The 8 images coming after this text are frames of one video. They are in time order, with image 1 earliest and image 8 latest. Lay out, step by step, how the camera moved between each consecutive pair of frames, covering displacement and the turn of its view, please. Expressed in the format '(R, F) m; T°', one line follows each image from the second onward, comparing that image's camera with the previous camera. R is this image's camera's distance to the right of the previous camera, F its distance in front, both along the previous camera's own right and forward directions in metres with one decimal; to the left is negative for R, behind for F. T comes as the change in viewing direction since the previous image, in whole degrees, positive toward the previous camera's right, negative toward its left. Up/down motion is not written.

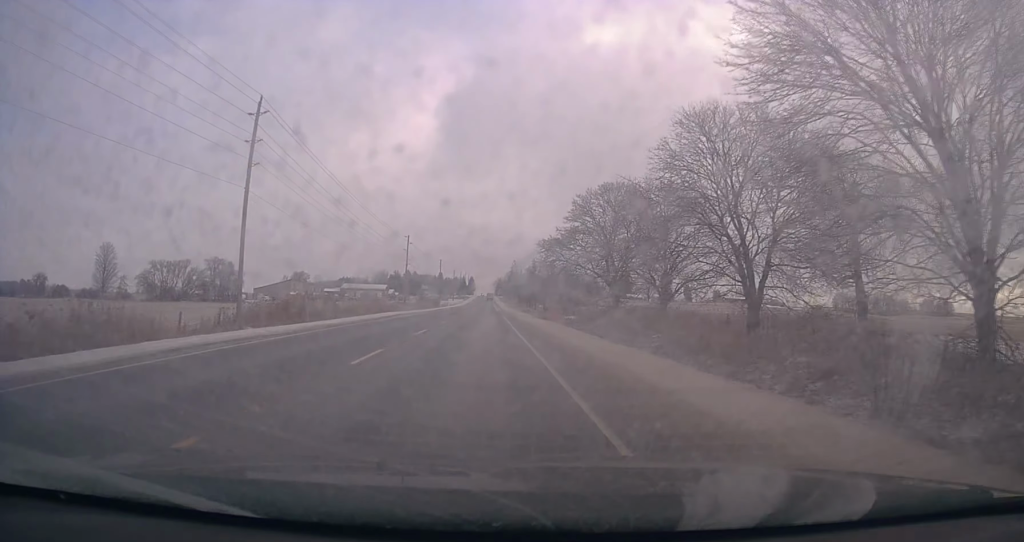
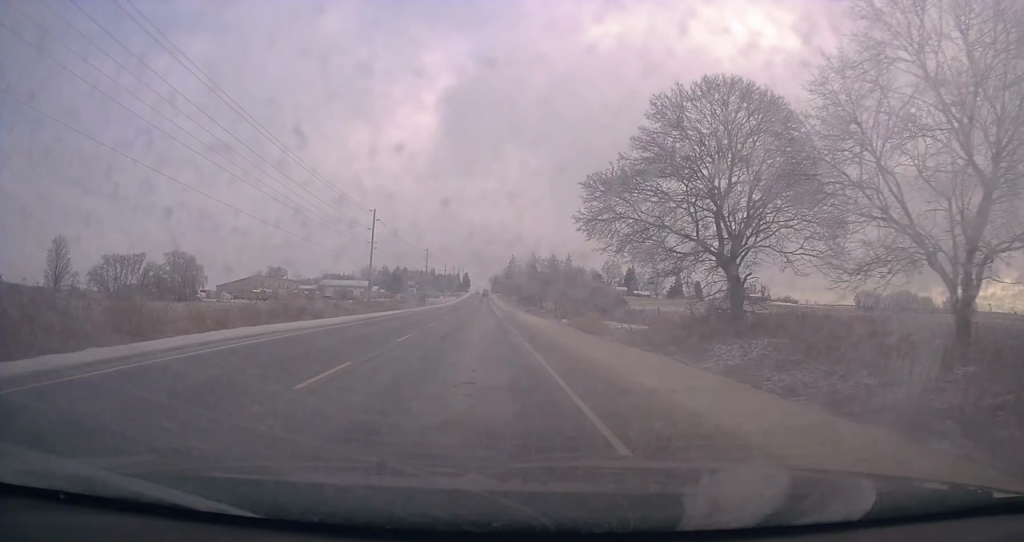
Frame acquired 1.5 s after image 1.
(-0.5, +30.1) m; -2°
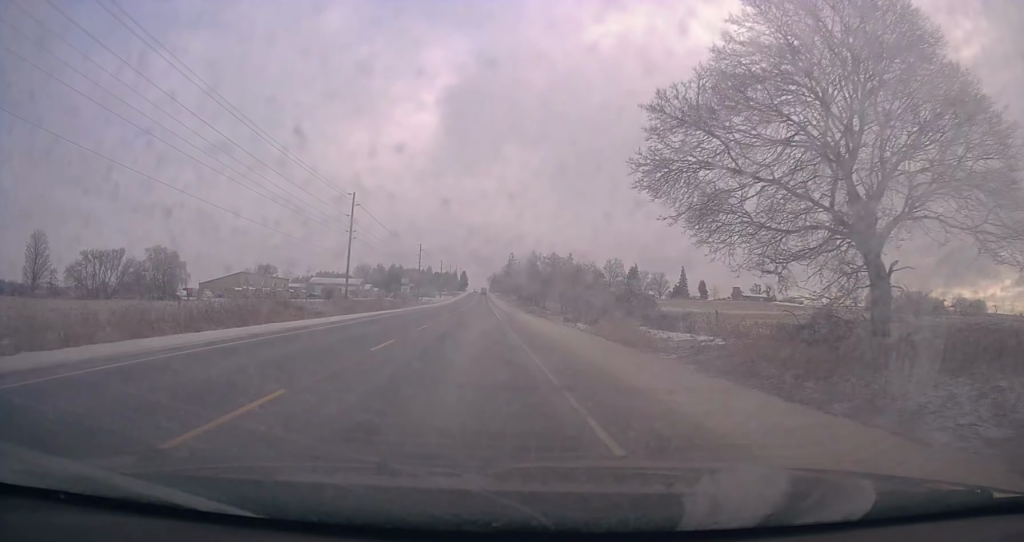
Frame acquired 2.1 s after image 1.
(-0.1, +12.1) m; +1°
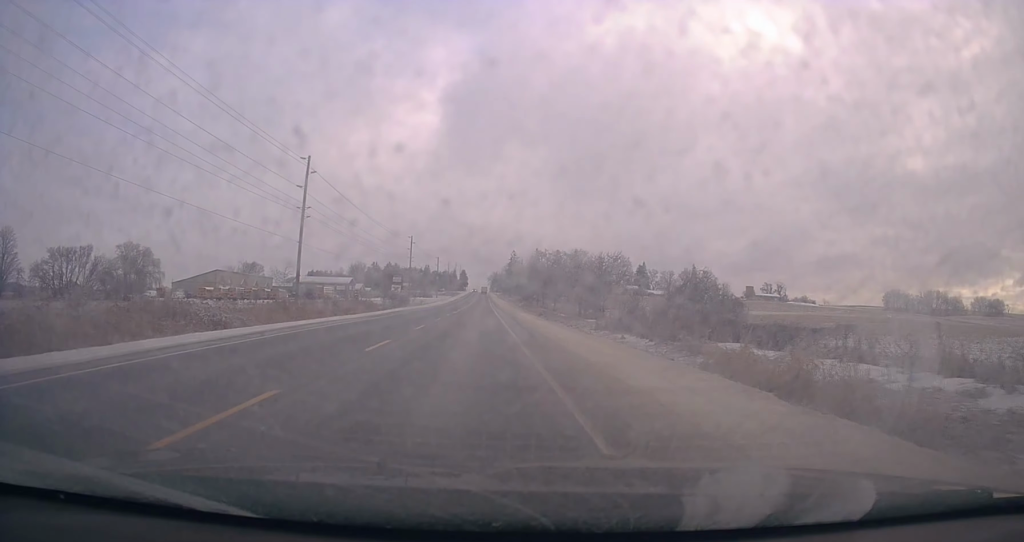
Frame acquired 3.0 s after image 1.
(+0.4, +18.8) m; +2°
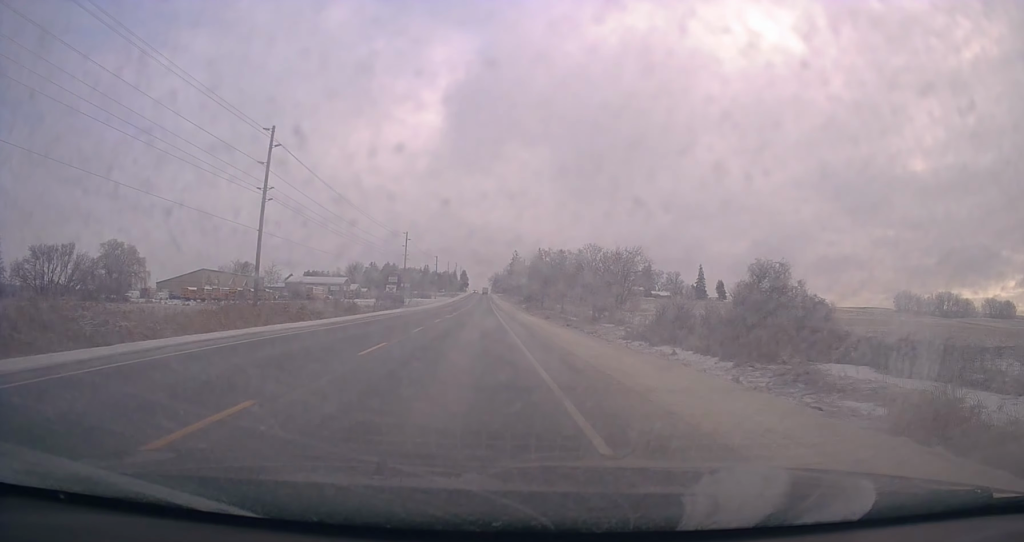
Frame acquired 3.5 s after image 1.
(+0.4, +9.4) m; +1°
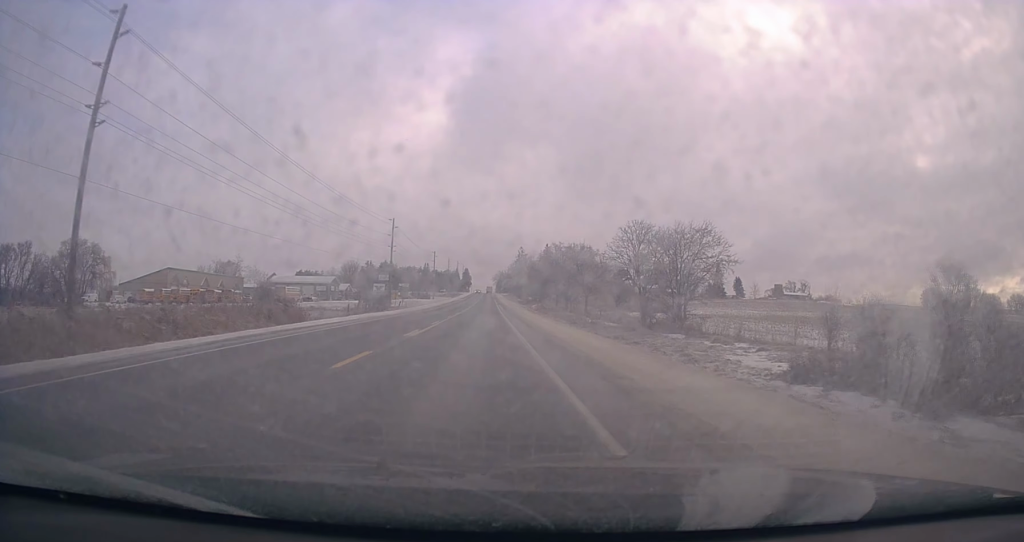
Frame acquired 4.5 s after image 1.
(-0.4, +20.8) m; -2°
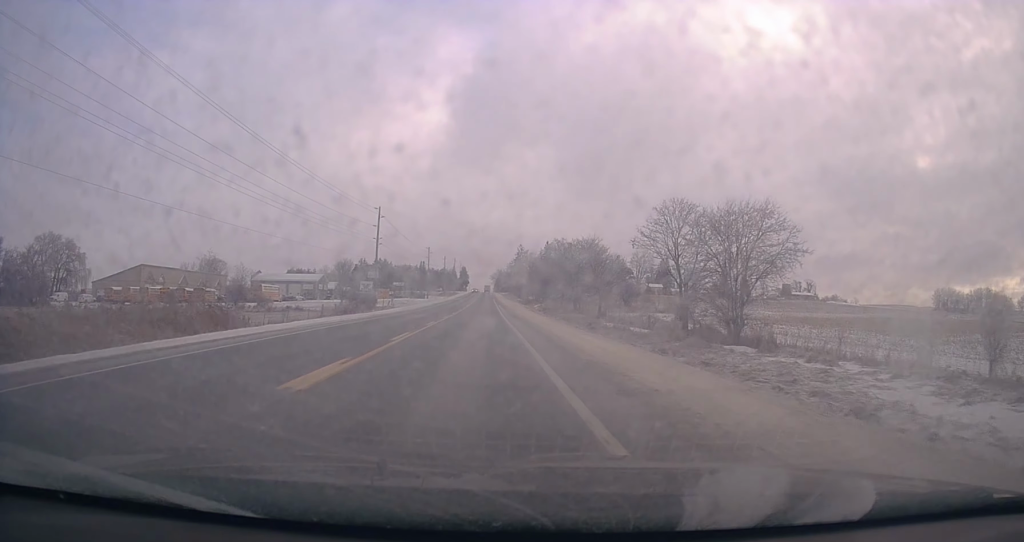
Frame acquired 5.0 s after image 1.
(-0.2, +11.3) m; -1°
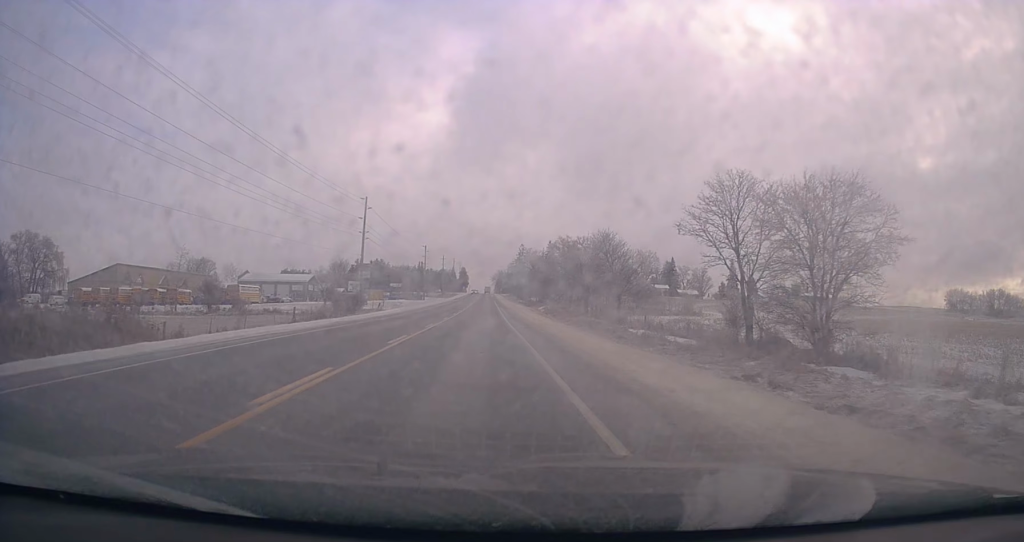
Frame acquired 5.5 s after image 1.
(-0.1, +9.8) m; 0°
